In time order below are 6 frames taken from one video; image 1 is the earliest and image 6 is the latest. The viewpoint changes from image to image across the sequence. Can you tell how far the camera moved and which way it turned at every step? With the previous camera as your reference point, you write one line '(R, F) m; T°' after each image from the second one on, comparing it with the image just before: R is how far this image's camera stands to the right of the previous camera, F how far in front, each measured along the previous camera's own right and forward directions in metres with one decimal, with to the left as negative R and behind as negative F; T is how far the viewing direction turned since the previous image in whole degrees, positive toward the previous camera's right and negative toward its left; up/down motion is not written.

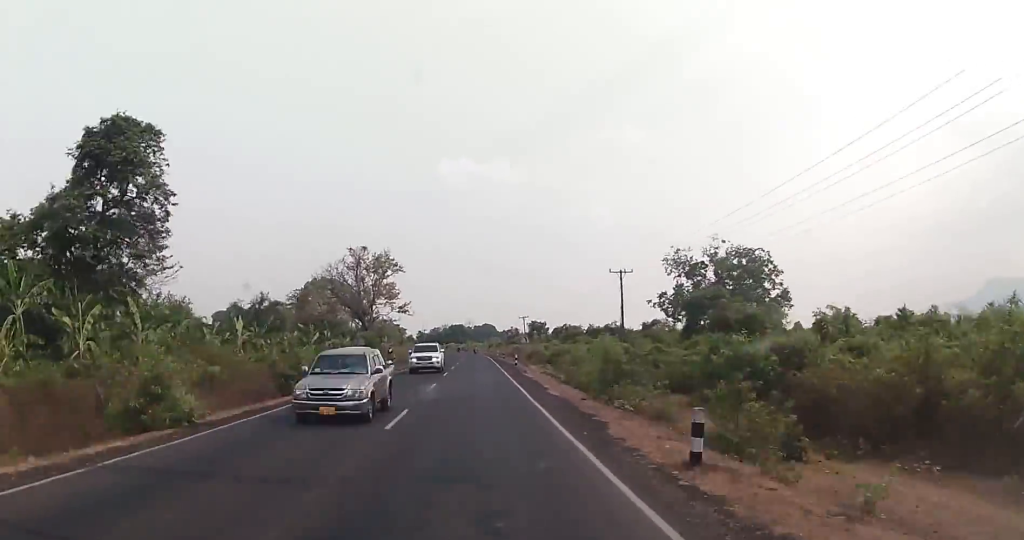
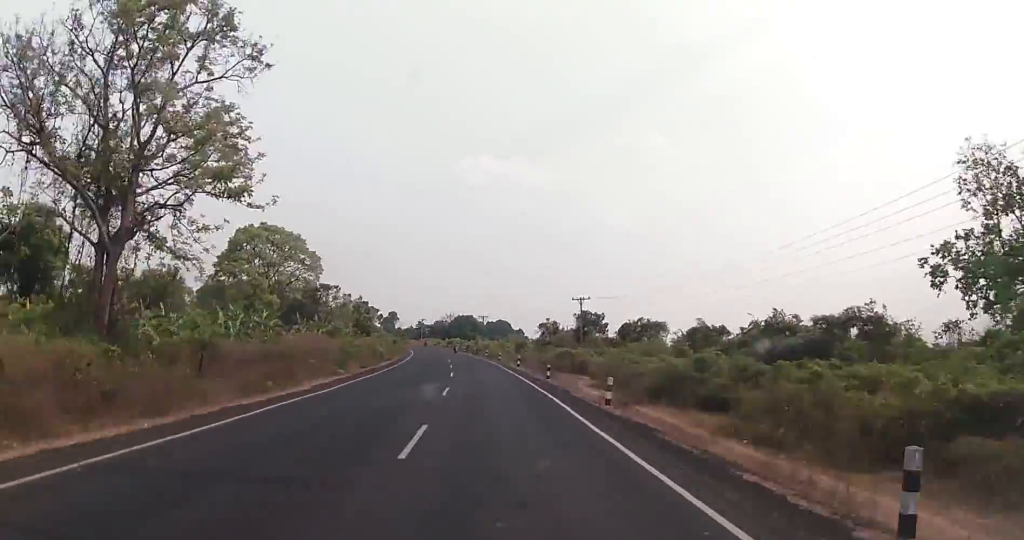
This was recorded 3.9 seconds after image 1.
(-0.7, +77.6) m; -2°
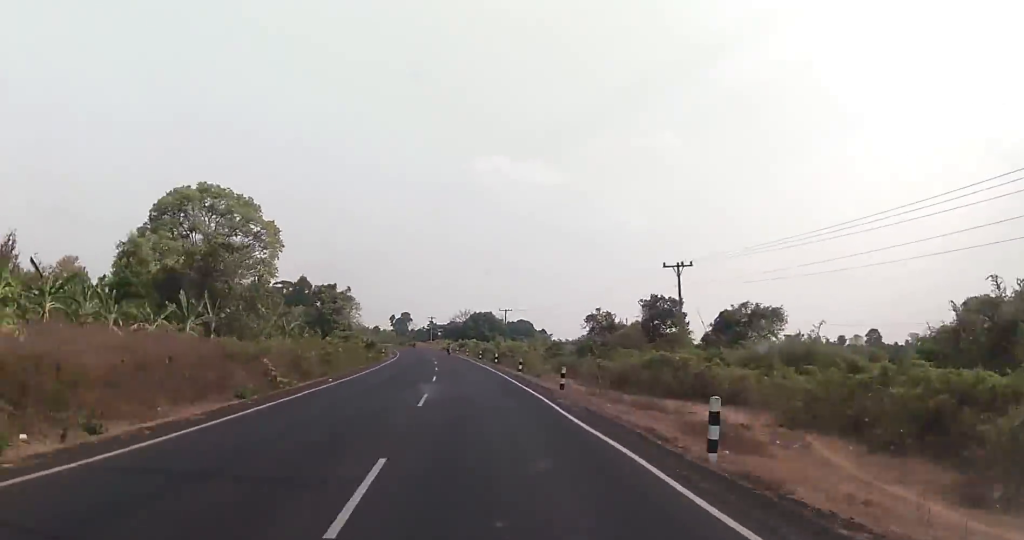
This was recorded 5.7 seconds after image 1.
(+0.2, +39.4) m; -2°
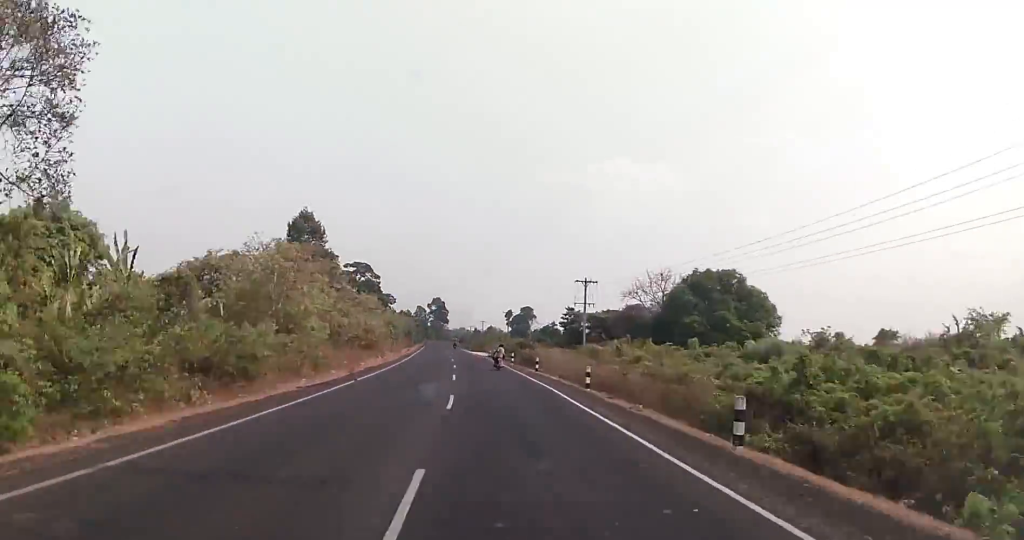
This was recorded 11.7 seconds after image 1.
(-11.9, +133.9) m; -9°
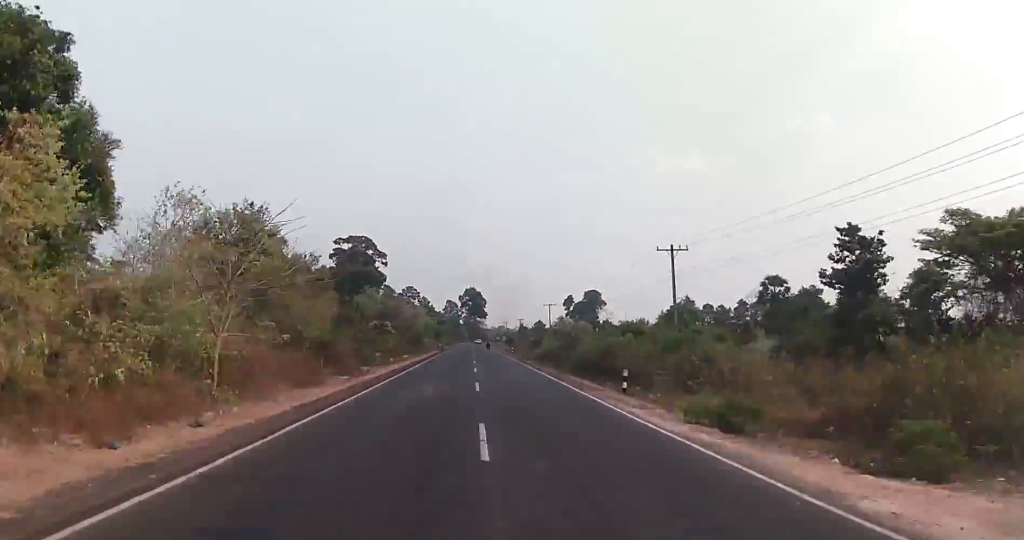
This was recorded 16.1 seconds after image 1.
(-3.9, +100.4) m; -3°
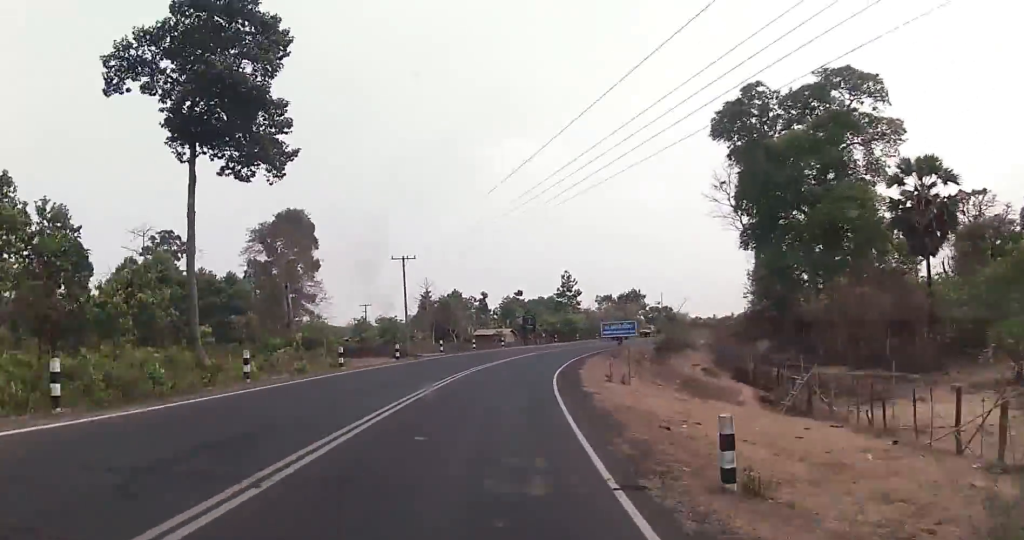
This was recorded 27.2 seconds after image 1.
(+11.4, +239.4) m; +17°
